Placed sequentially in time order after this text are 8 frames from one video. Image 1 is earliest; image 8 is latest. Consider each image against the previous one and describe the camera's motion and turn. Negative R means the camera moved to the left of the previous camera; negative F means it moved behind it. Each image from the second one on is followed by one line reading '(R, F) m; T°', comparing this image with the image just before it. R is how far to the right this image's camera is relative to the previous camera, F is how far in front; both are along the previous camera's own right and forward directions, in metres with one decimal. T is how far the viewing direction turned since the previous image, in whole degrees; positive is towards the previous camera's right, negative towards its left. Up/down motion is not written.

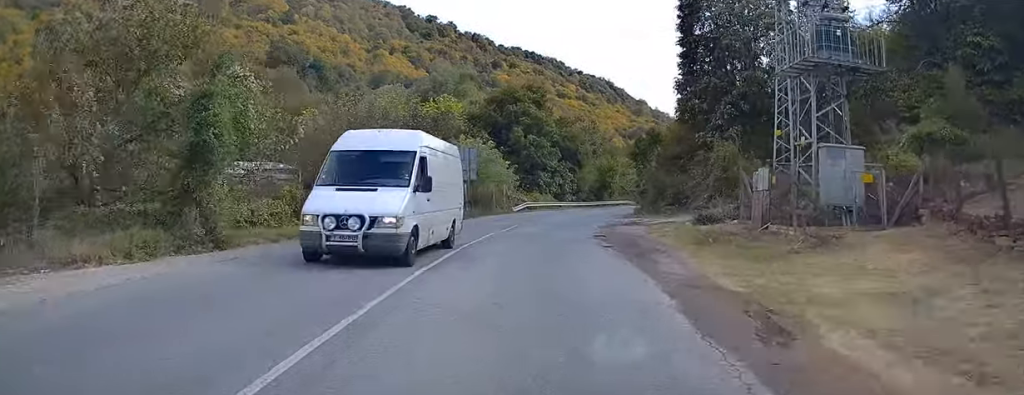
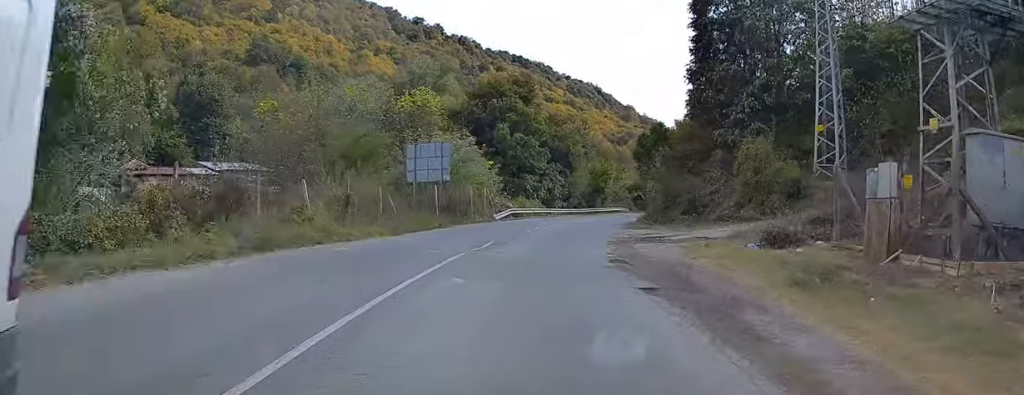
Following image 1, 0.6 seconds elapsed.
(-0.1, +7.7) m; +1°
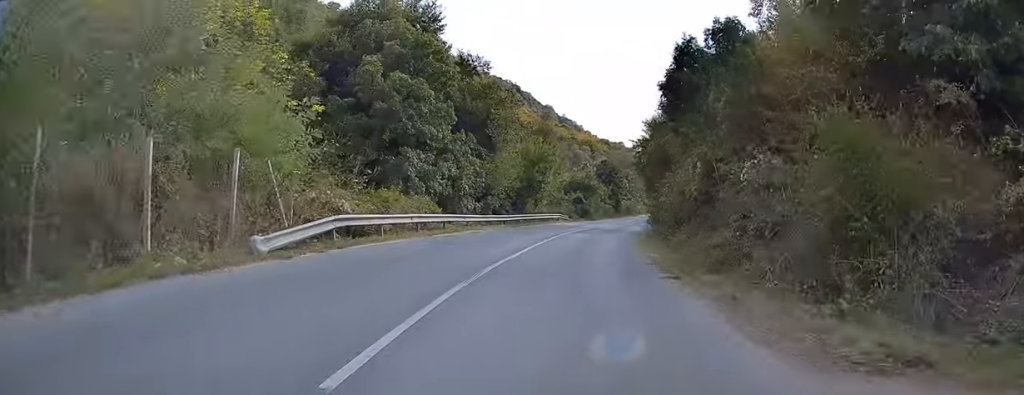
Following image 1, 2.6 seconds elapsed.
(+1.8, +28.3) m; +8°
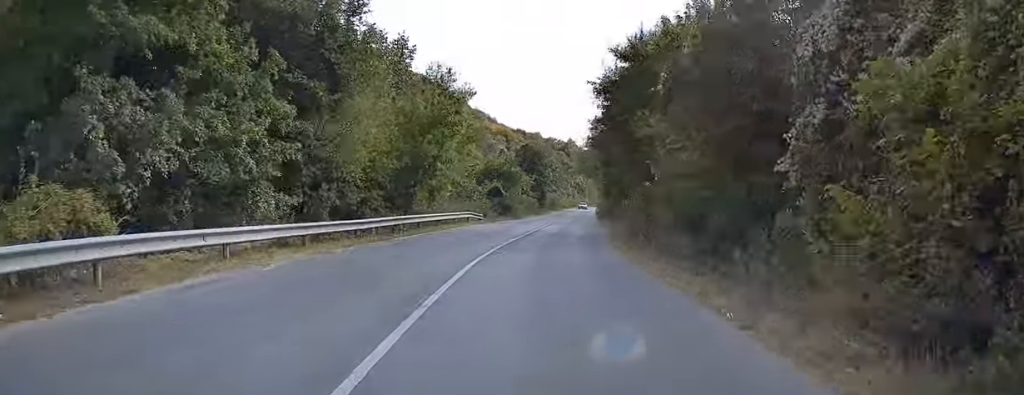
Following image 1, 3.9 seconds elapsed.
(+1.1, +19.8) m; +6°
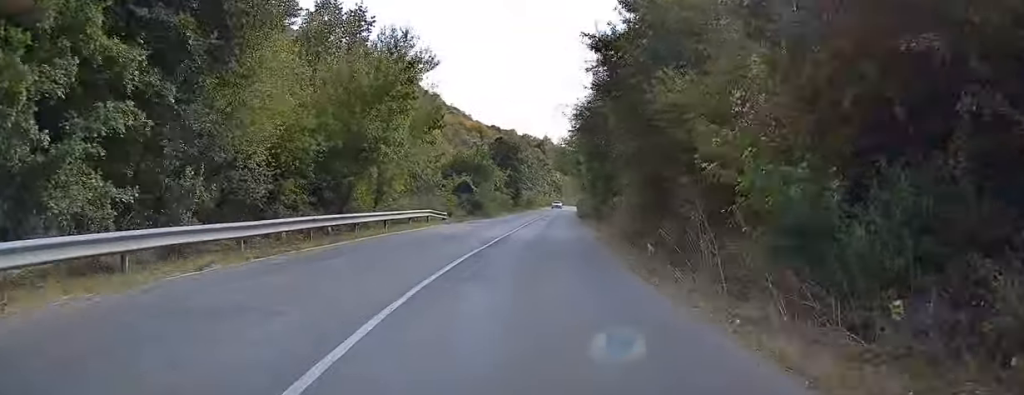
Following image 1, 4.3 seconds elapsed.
(+0.1, +7.0) m; +2°
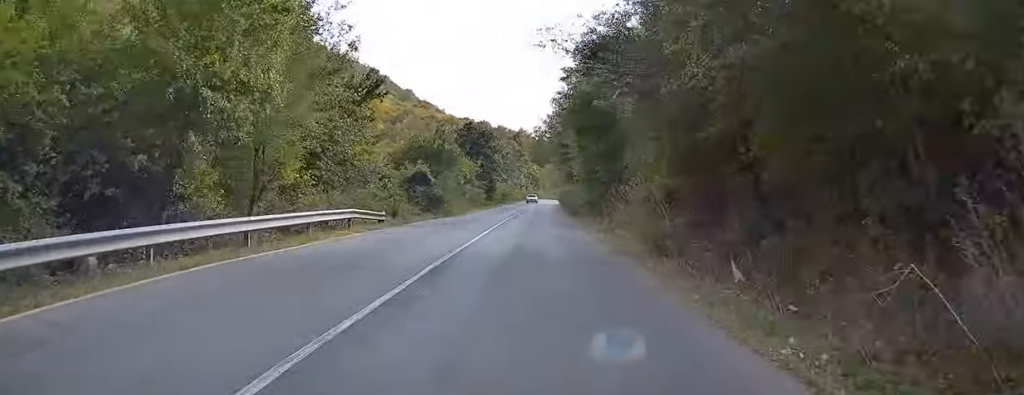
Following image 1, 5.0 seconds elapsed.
(+0.3, +11.1) m; +2°
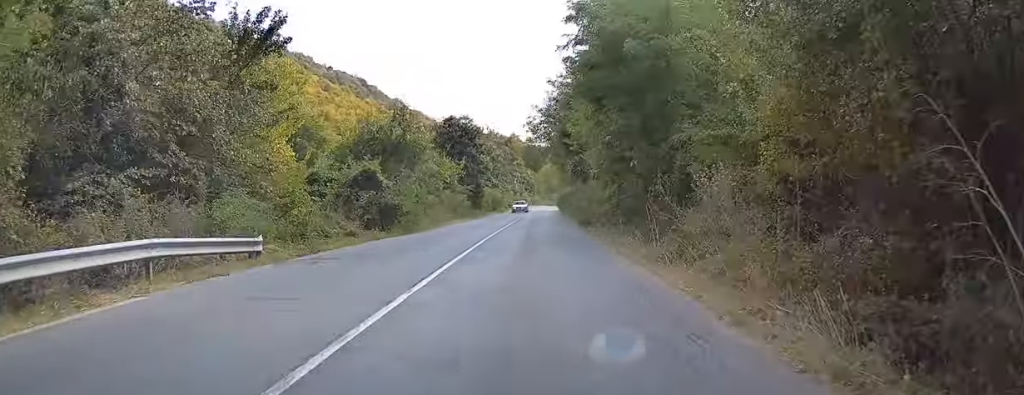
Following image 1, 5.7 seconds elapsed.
(+0.2, +12.0) m; +1°
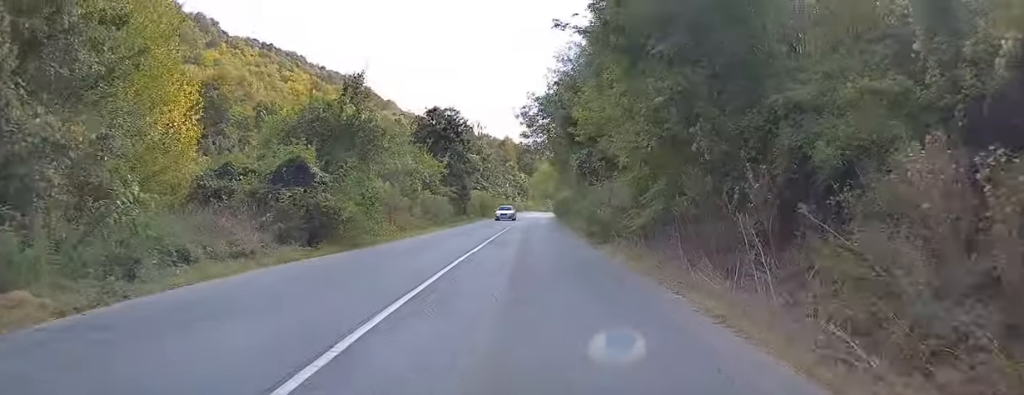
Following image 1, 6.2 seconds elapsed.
(0.0, +8.4) m; 0°
